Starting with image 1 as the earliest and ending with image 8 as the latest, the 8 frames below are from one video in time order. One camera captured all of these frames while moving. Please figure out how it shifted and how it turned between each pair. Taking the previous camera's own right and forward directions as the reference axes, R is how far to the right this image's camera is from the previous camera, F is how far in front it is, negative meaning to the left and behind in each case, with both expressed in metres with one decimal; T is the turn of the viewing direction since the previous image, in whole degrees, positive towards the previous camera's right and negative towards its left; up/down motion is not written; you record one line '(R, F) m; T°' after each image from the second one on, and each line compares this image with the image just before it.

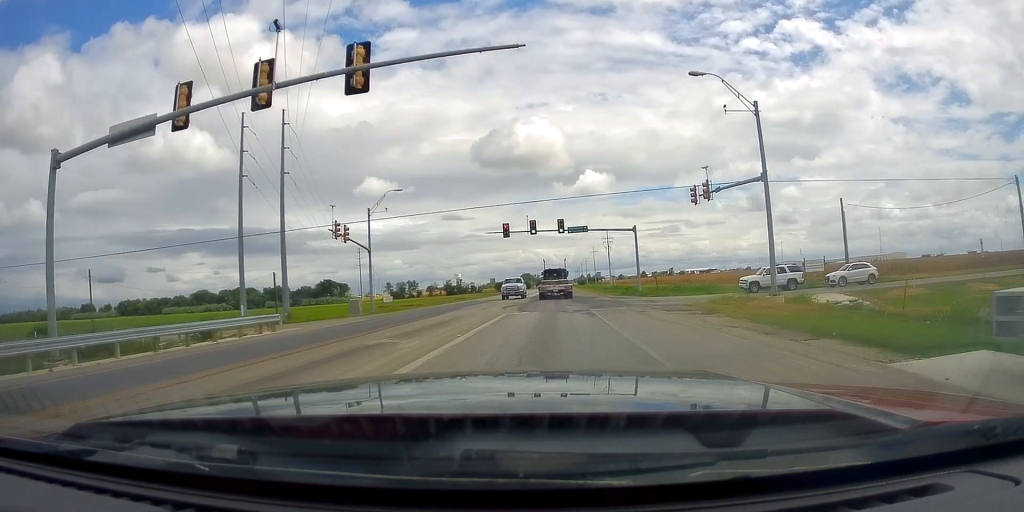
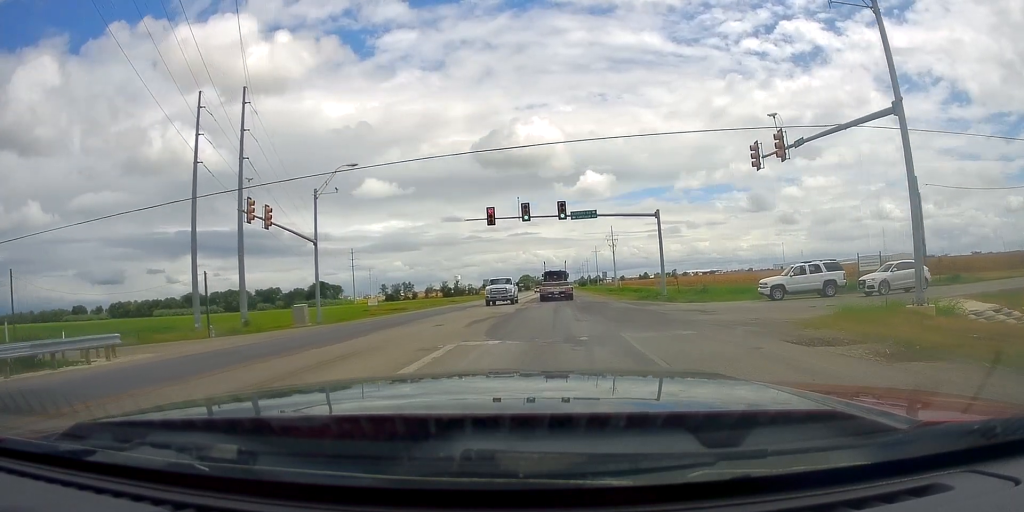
(0.0, +12.6) m; 0°
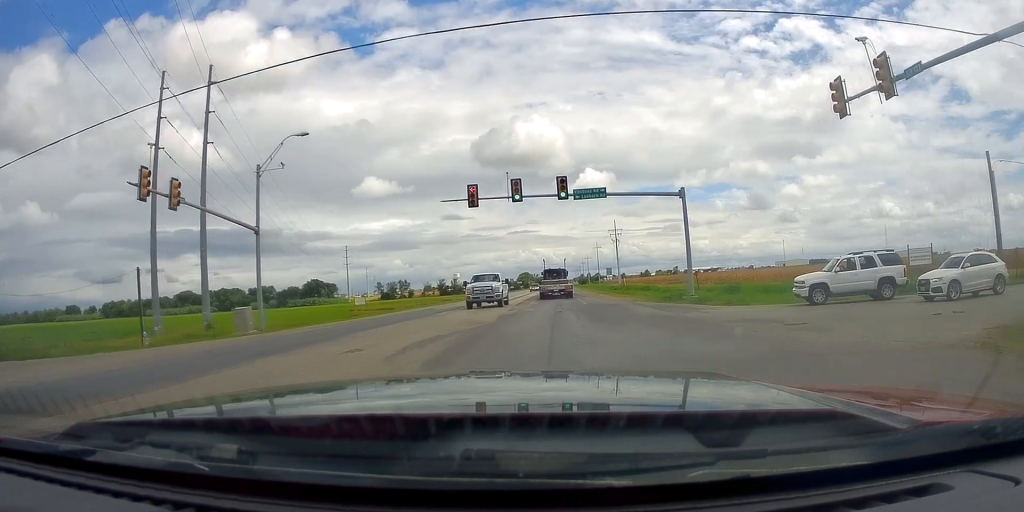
(0.0, +8.6) m; 0°
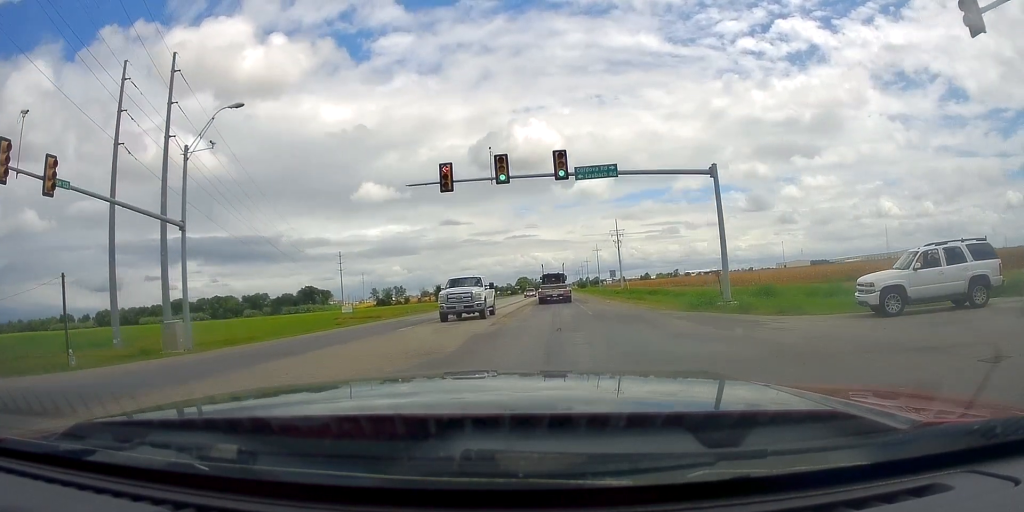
(0.0, +7.2) m; 0°
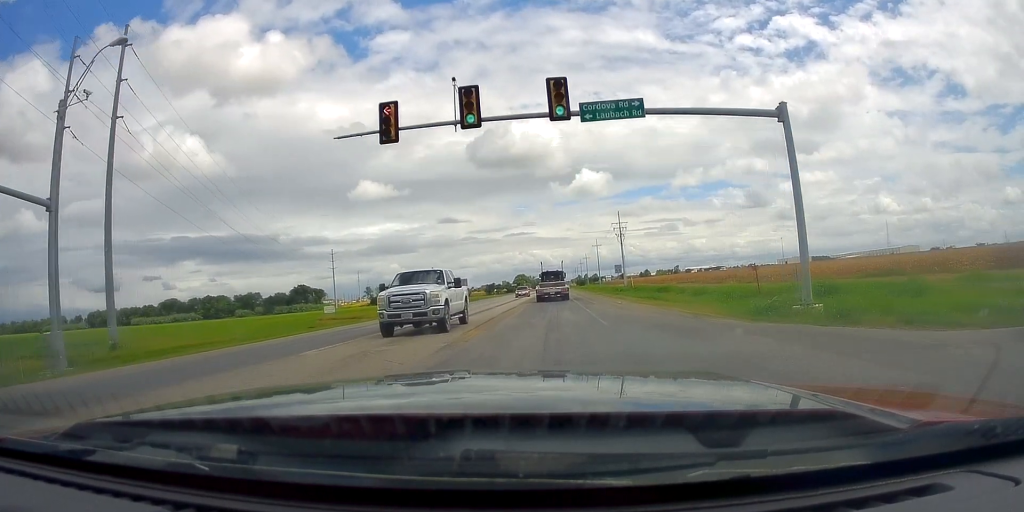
(0.0, +8.5) m; 0°
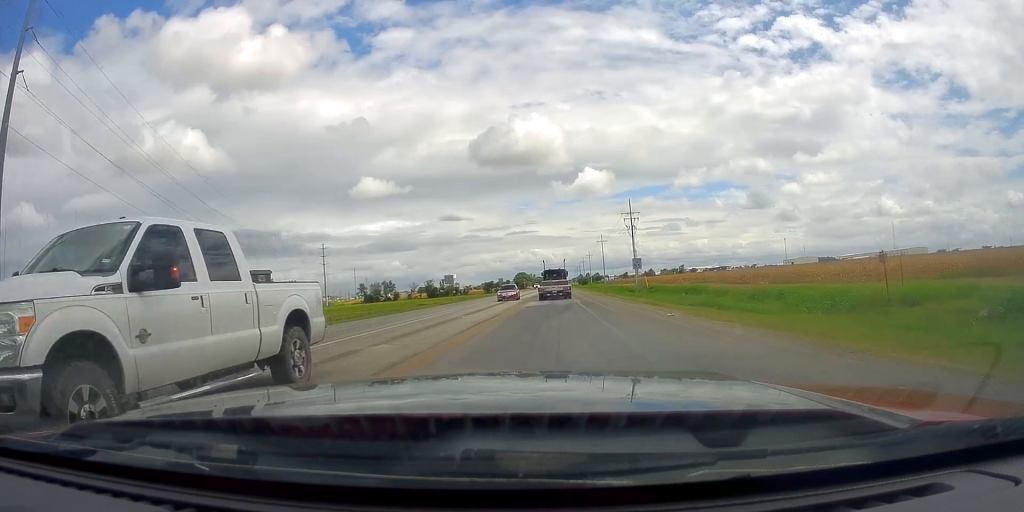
(0.0, +14.0) m; 0°
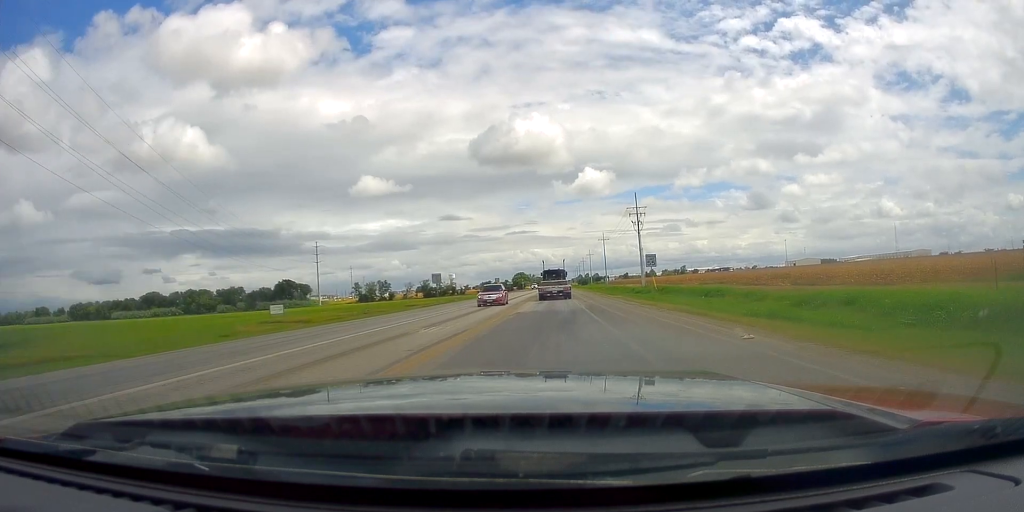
(0.0, +7.7) m; 0°
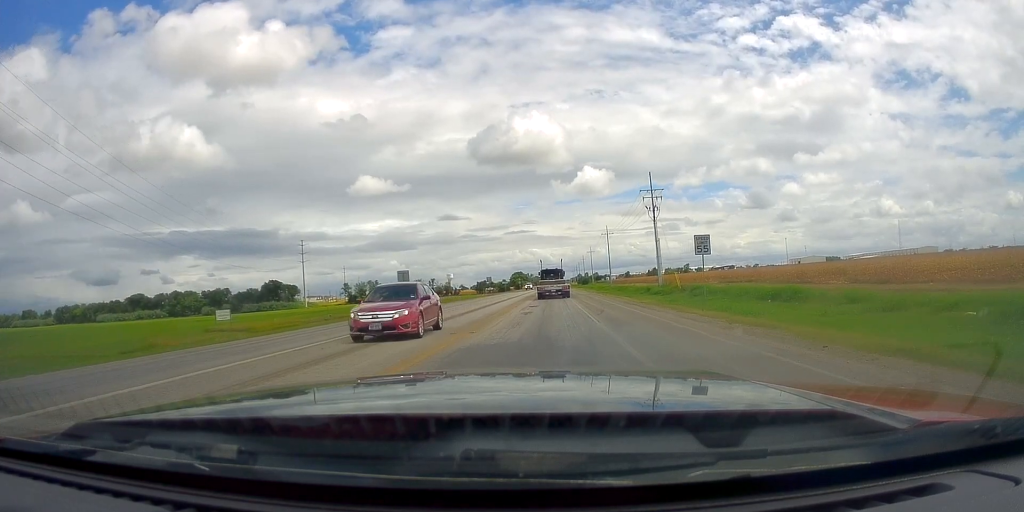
(0.0, +15.2) m; 0°
